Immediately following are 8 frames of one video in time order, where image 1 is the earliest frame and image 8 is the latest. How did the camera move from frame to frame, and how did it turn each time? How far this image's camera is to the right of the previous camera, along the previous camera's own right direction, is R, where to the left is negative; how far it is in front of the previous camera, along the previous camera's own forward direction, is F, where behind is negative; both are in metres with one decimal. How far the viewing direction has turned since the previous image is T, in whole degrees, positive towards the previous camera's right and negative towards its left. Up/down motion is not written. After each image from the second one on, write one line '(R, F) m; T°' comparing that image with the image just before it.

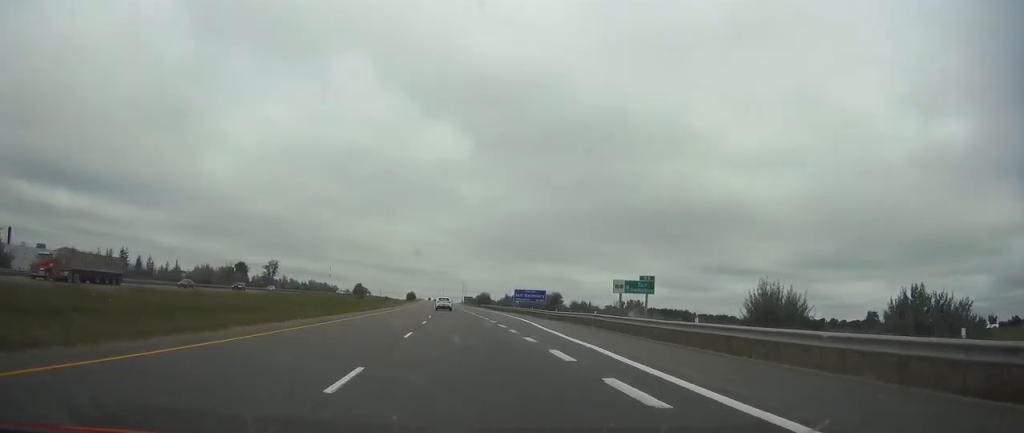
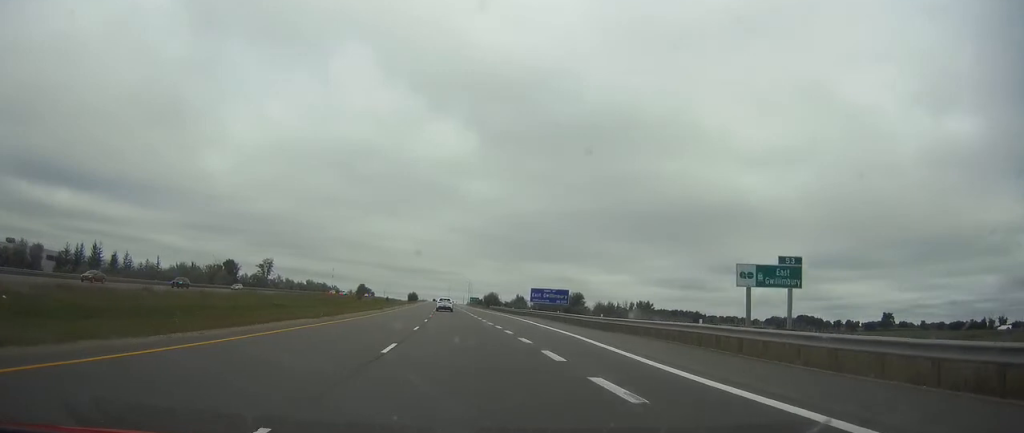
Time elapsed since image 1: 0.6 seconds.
(-0.1, +17.6) m; -1°
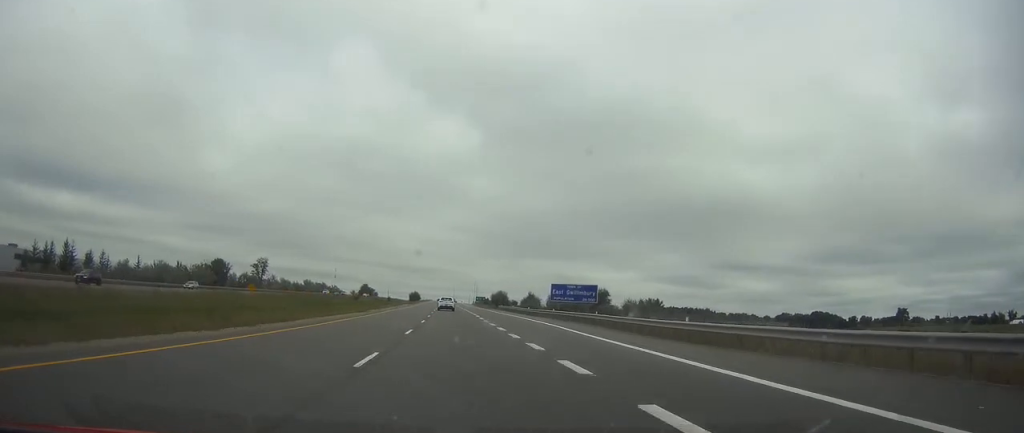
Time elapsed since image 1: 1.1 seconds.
(-0.1, +15.5) m; 0°
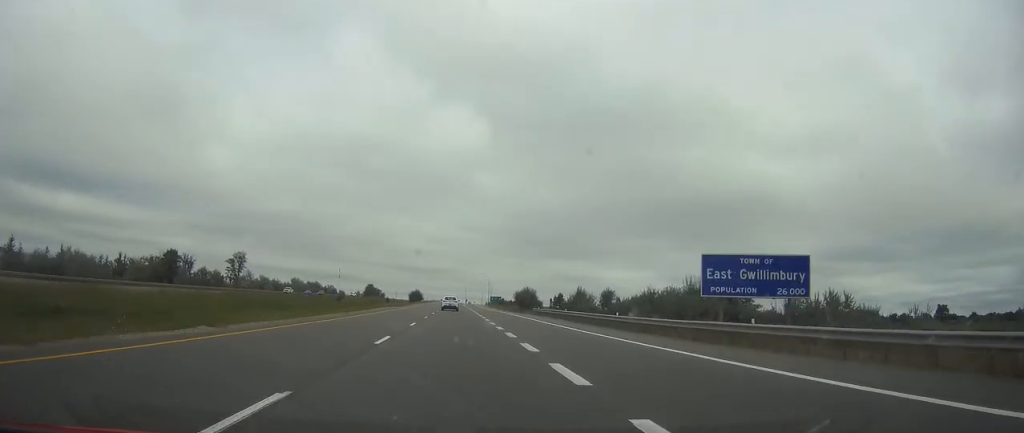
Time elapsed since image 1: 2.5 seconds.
(-0.3, +43.5) m; -1°
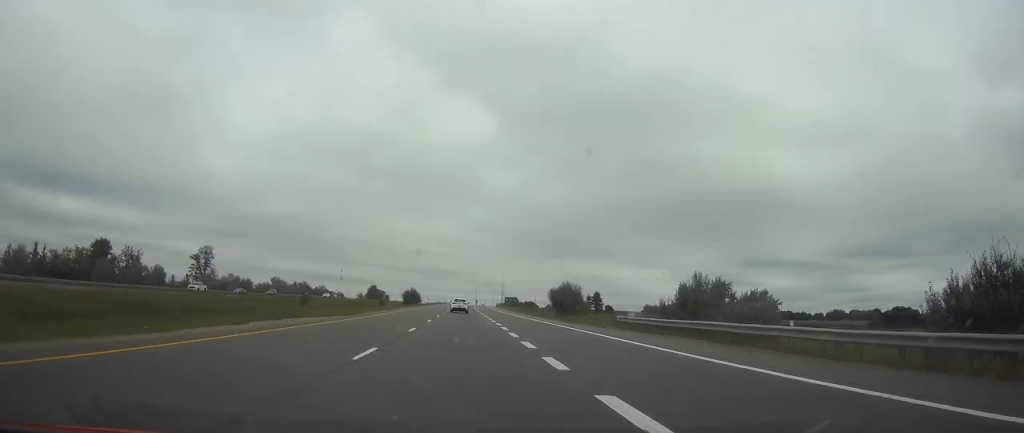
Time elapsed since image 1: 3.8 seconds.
(-0.4, +40.6) m; -1°
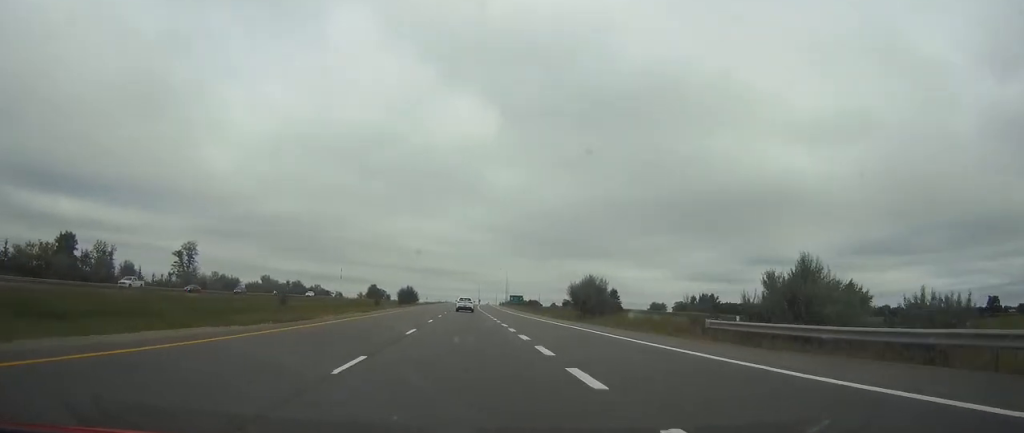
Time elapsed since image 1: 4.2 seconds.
(-0.1, +14.6) m; 0°
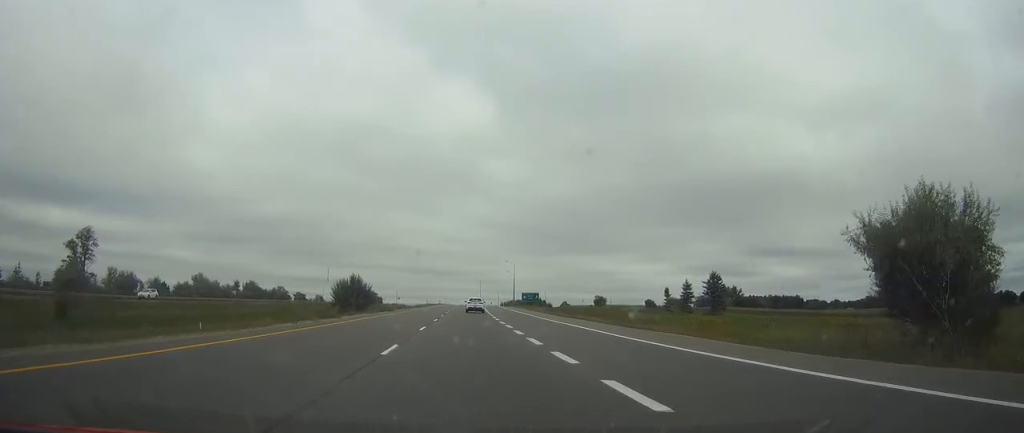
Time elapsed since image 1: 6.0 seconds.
(0.0, +56.6) m; 0°
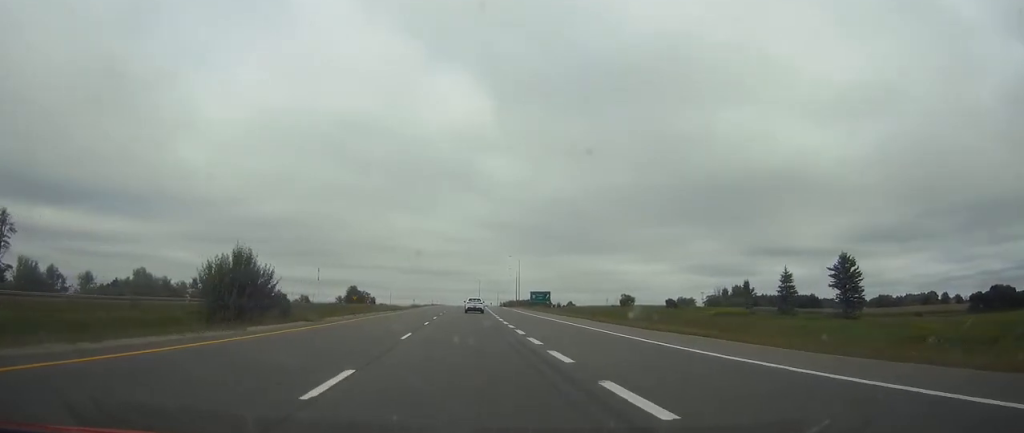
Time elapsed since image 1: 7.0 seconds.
(+0.1, +30.5) m; 0°
